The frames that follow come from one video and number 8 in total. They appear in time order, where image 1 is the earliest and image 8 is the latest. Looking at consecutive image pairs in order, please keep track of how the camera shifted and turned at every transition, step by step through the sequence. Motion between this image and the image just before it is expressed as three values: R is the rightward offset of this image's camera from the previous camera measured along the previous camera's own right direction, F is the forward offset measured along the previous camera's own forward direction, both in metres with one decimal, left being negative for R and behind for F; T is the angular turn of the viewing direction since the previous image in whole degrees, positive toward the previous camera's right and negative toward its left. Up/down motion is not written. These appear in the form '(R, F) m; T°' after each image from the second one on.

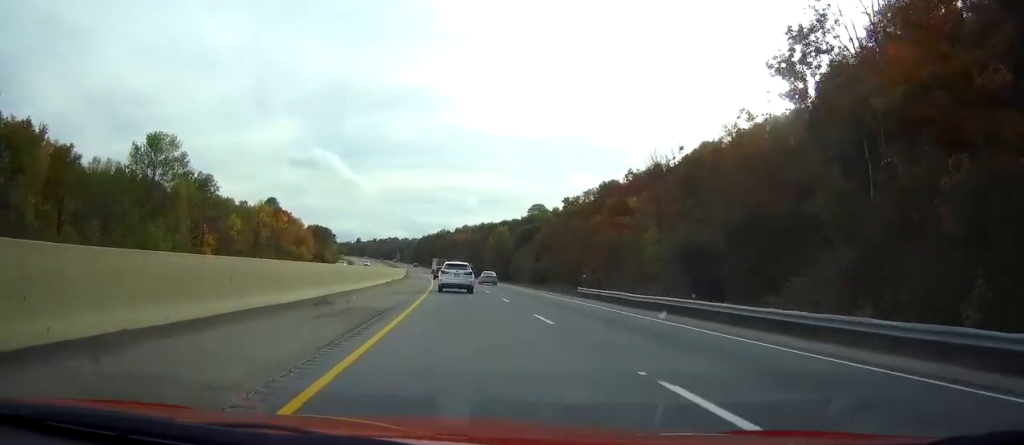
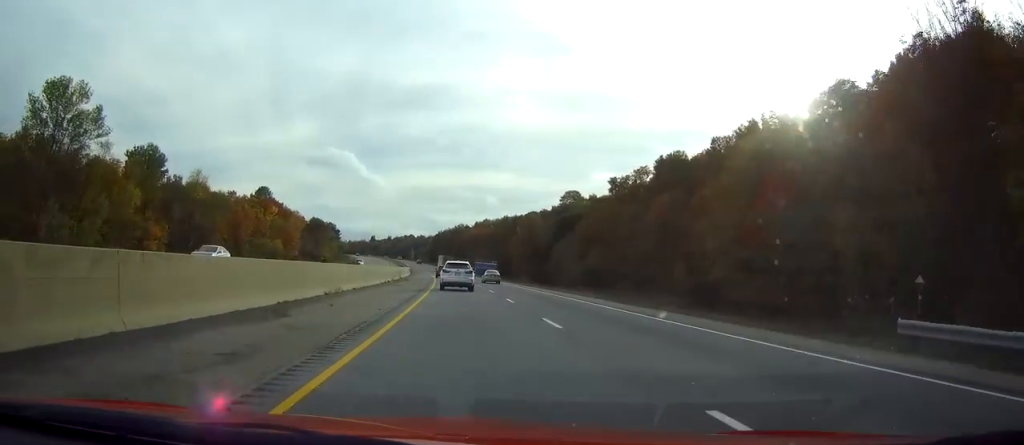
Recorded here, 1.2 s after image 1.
(0.0, +38.4) m; 0°
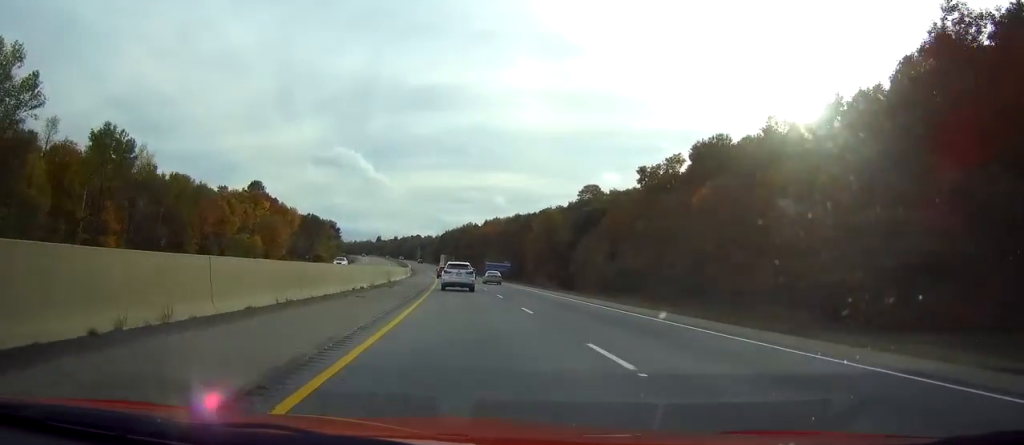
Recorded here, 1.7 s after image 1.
(0.0, +18.6) m; 0°
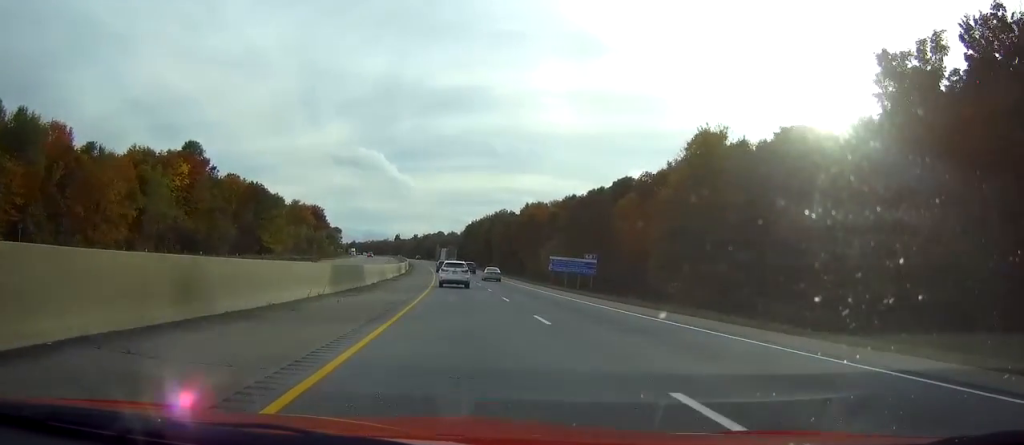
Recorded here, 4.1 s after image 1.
(+0.1, +78.0) m; 0°
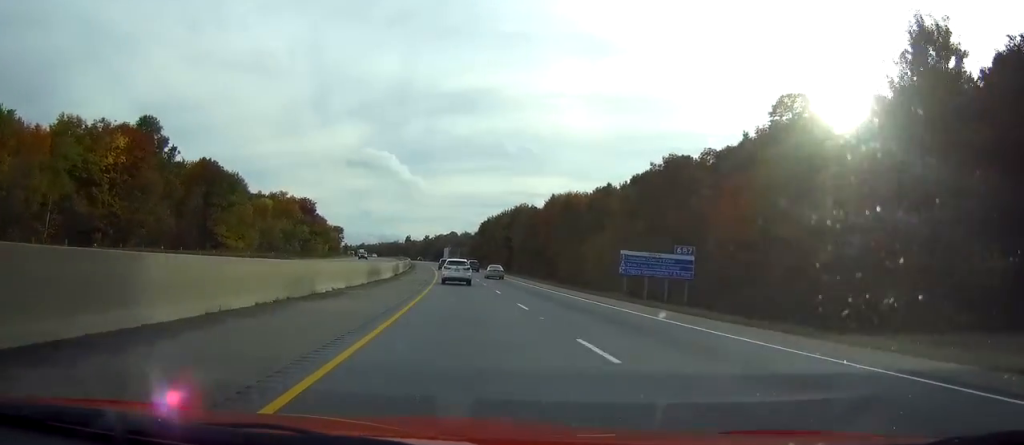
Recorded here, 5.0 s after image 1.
(0.0, +30.8) m; 0°
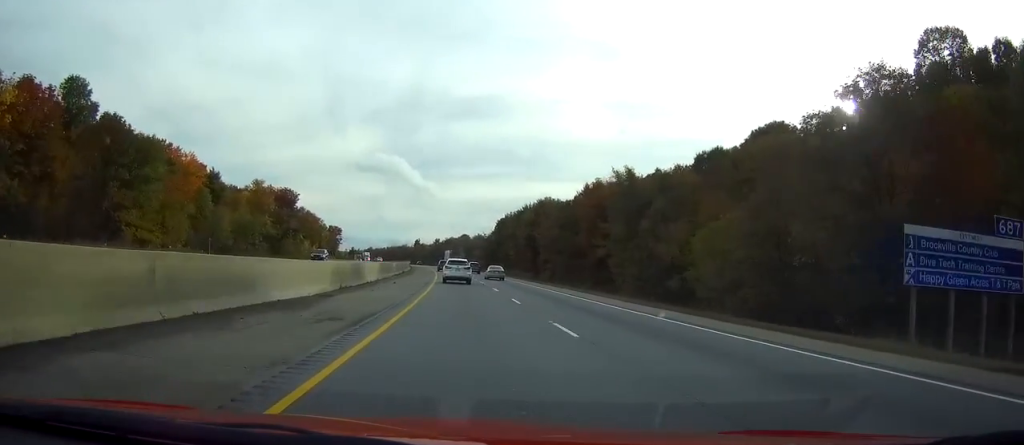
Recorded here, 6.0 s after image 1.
(0.0, +33.0) m; -2°
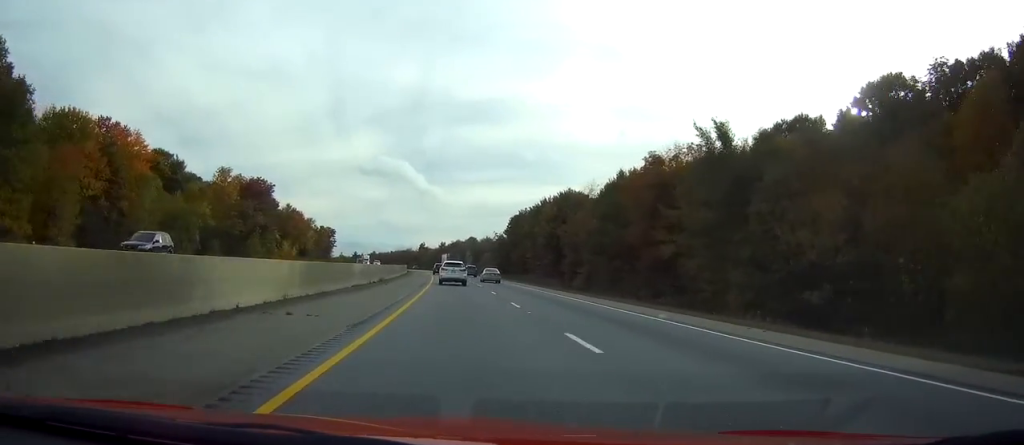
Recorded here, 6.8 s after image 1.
(-0.2, +26.4) m; -3°
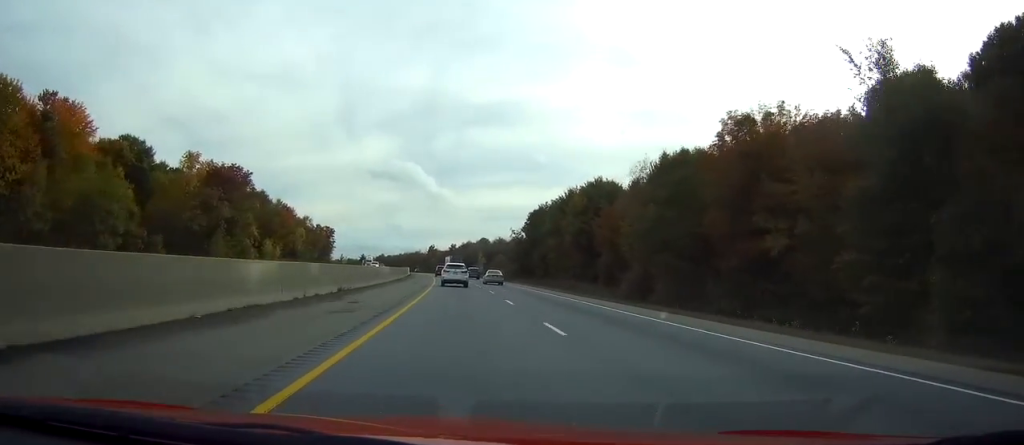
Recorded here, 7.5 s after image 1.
(-1.0, +20.9) m; -3°
